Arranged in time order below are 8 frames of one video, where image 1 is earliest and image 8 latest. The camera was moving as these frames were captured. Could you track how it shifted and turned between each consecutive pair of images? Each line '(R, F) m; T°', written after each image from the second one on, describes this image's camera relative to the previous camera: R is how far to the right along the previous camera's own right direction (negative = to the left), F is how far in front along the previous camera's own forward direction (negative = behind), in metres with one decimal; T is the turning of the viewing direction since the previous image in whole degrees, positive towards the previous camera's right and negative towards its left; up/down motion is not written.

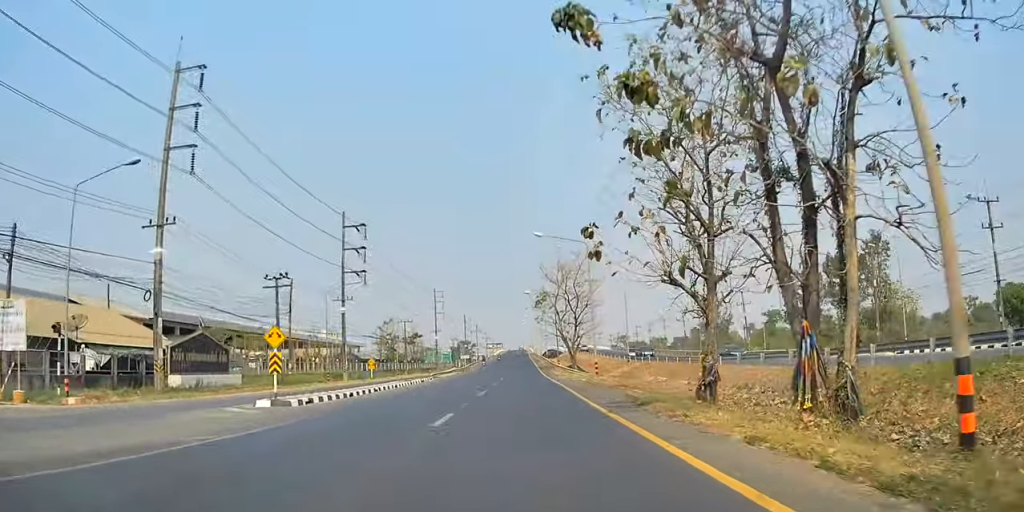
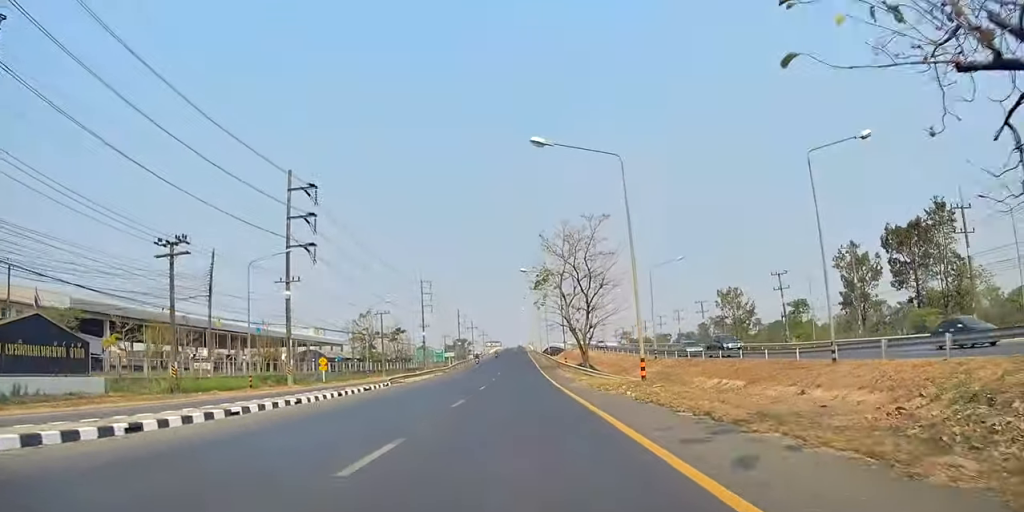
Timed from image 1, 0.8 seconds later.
(+0.1, +16.7) m; 0°
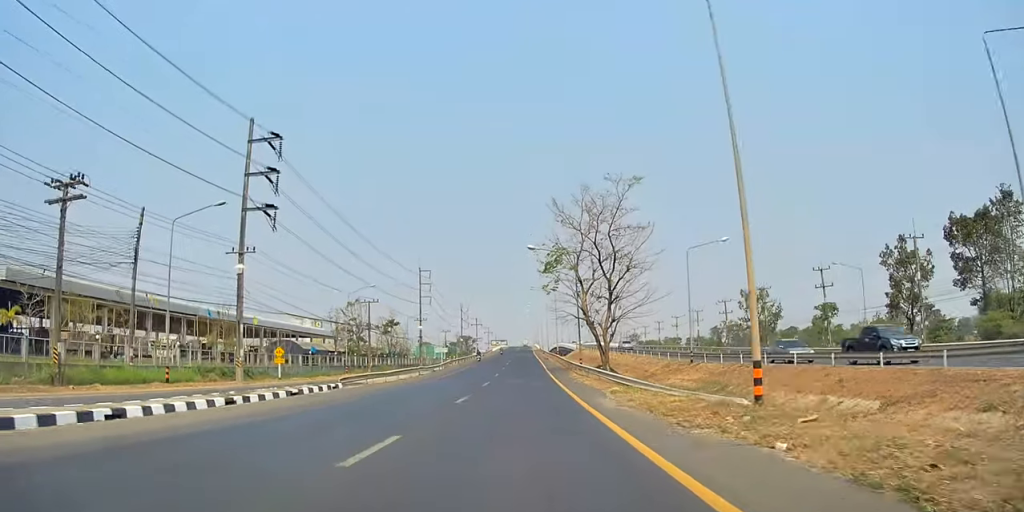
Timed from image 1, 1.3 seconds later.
(0.0, +11.5) m; 0°
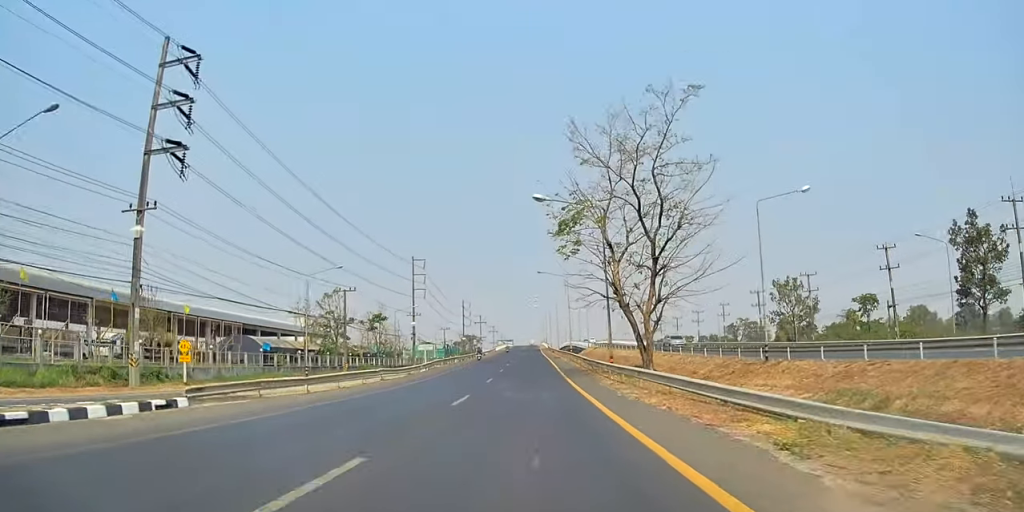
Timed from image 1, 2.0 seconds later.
(0.0, +14.4) m; +1°
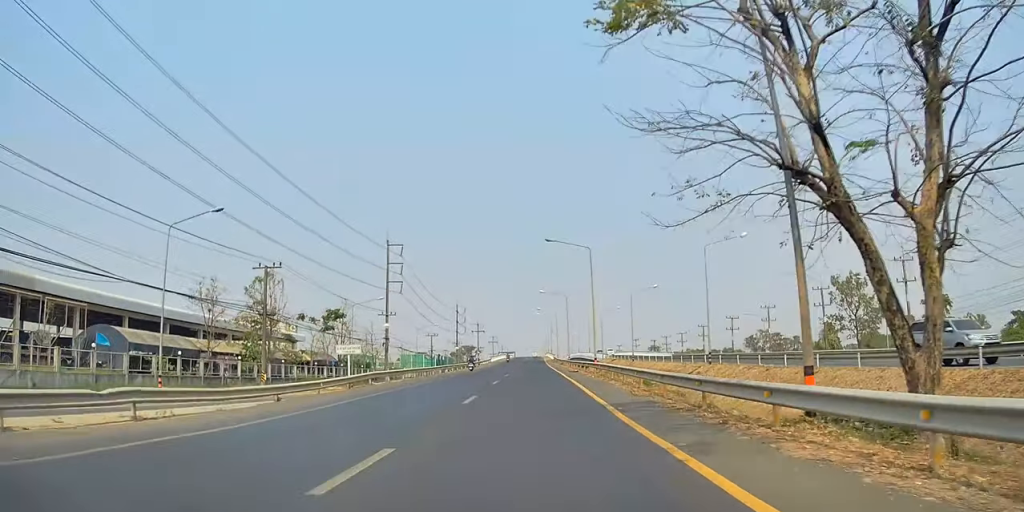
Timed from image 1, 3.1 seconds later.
(+0.6, +21.7) m; +1°
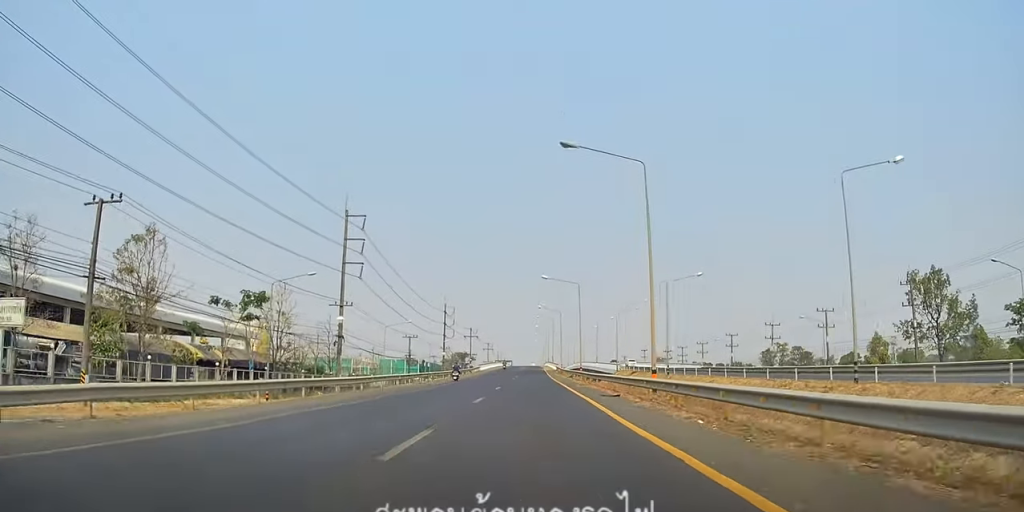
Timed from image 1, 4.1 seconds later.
(-0.2, +21.4) m; -1°
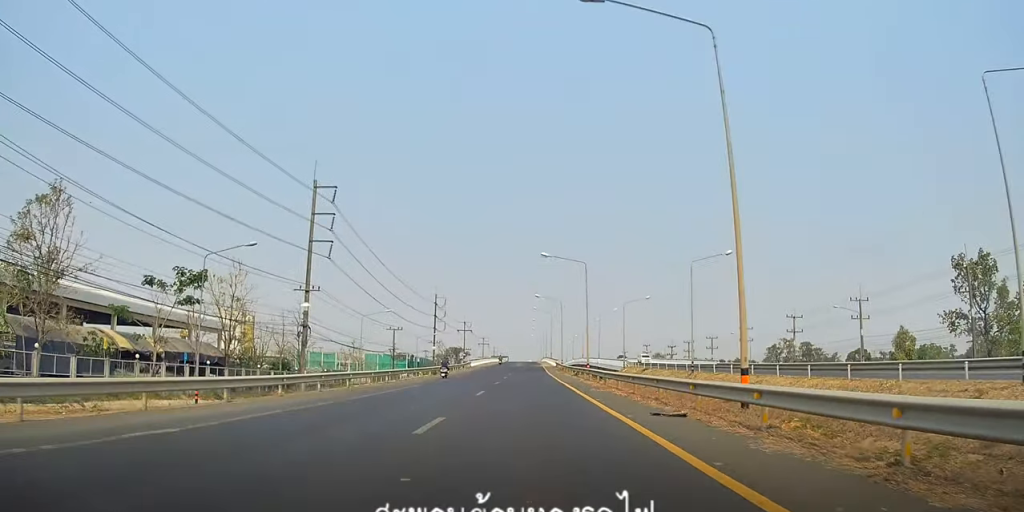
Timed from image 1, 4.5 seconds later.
(-0.1, +9.9) m; 0°
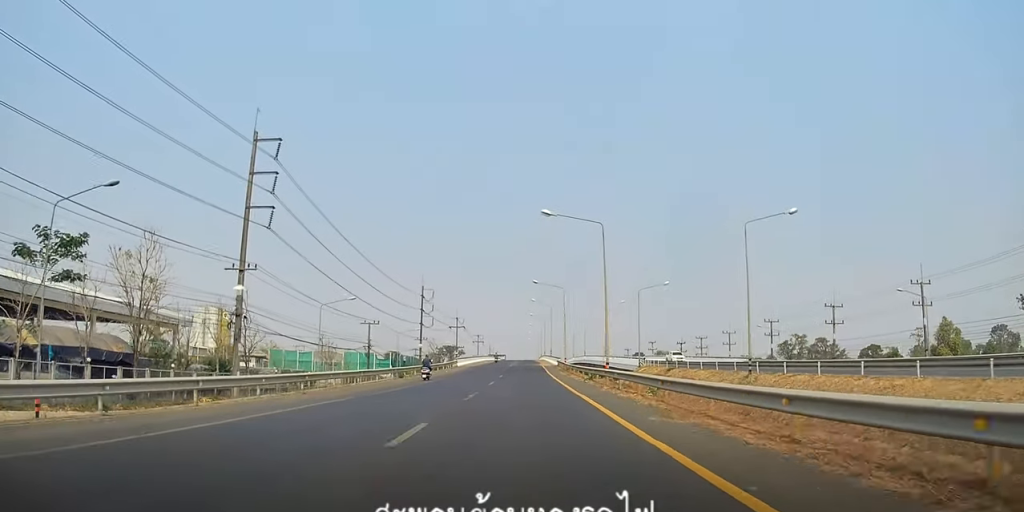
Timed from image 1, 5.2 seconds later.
(0.0, +13.5) m; +1°
